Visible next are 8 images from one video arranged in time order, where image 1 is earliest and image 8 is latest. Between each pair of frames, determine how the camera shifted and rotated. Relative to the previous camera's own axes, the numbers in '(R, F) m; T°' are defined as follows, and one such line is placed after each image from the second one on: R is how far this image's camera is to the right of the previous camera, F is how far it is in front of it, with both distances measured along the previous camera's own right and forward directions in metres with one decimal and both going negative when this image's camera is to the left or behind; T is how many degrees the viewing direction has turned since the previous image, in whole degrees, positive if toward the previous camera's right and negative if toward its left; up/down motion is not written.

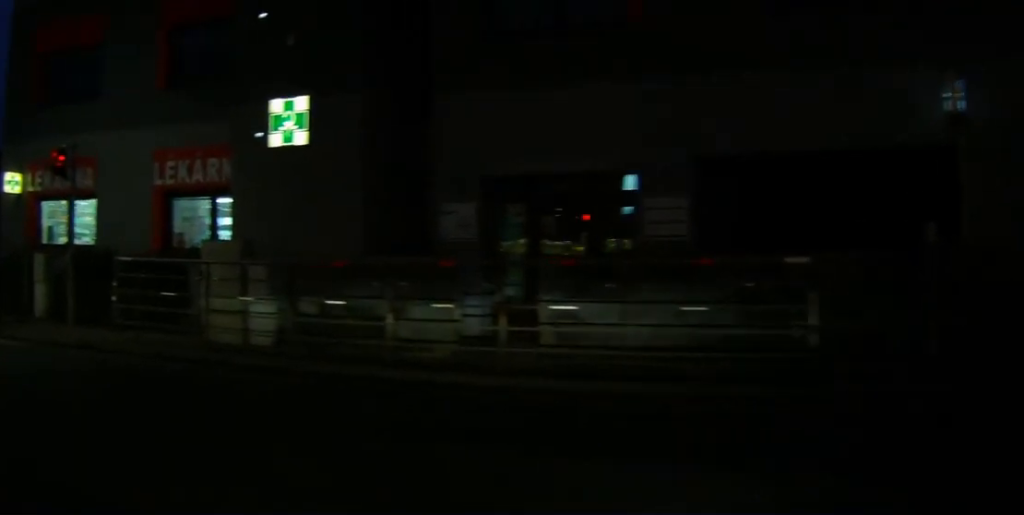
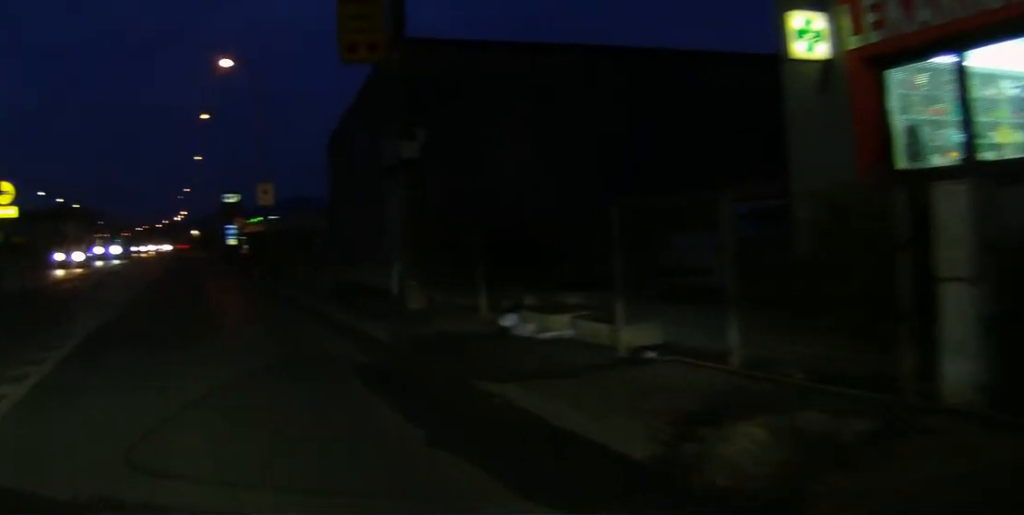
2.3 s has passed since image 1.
(-5.0, +13.1) m; -43°
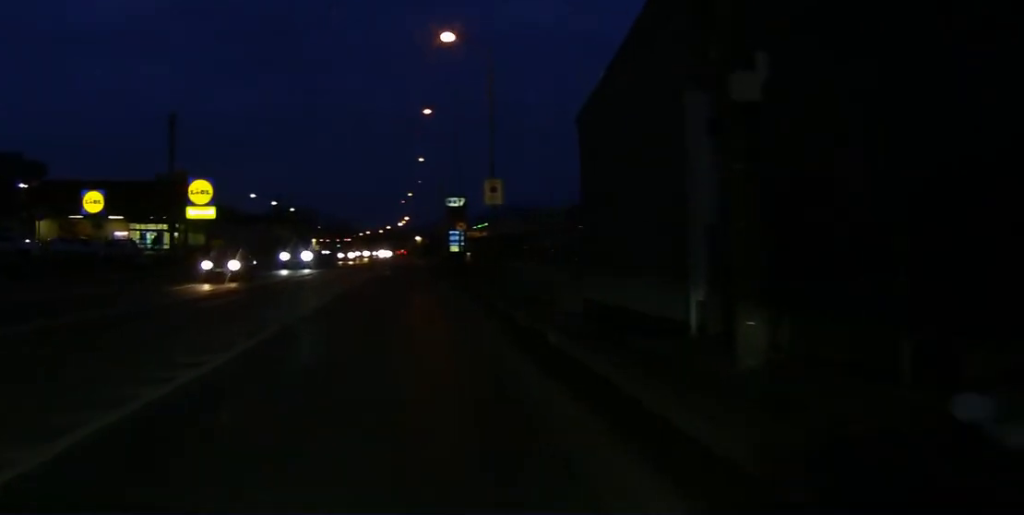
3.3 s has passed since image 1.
(-1.1, +7.5) m; -11°
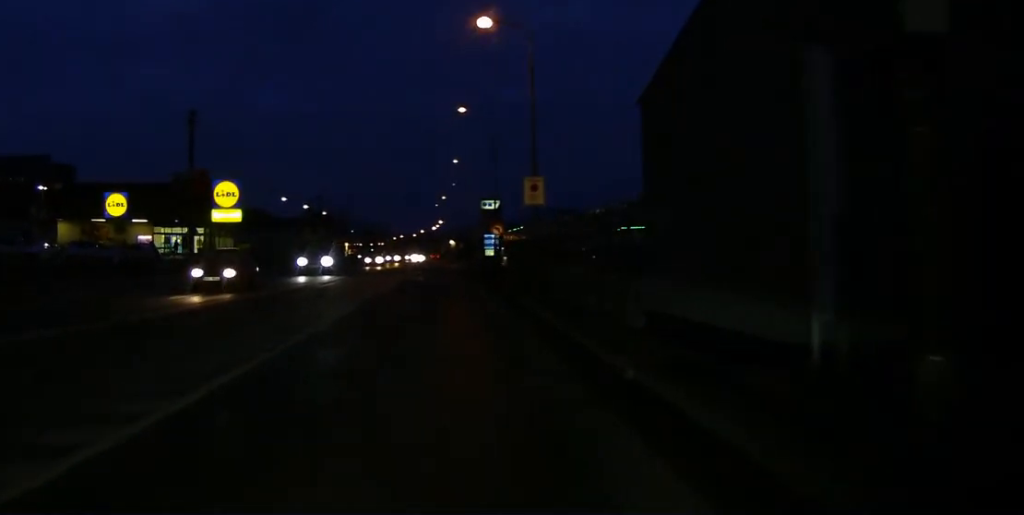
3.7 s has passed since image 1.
(-0.2, +3.3) m; -1°
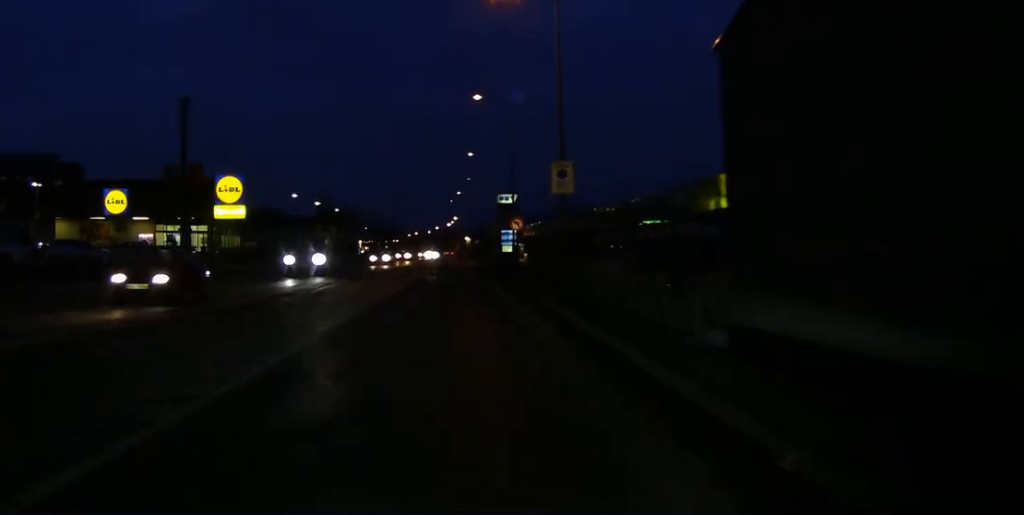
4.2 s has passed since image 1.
(-0.1, +4.3) m; -2°
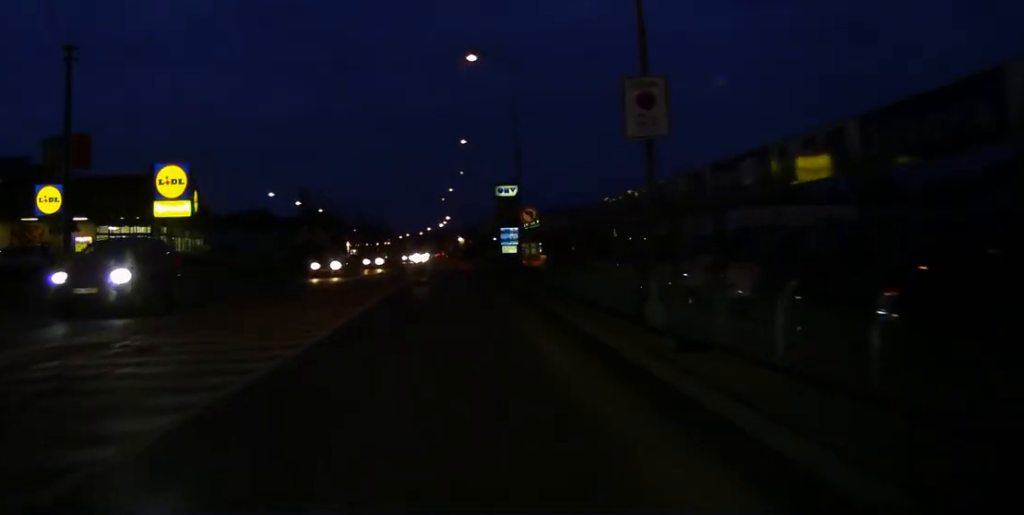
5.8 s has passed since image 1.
(-0.9, +14.6) m; -6°
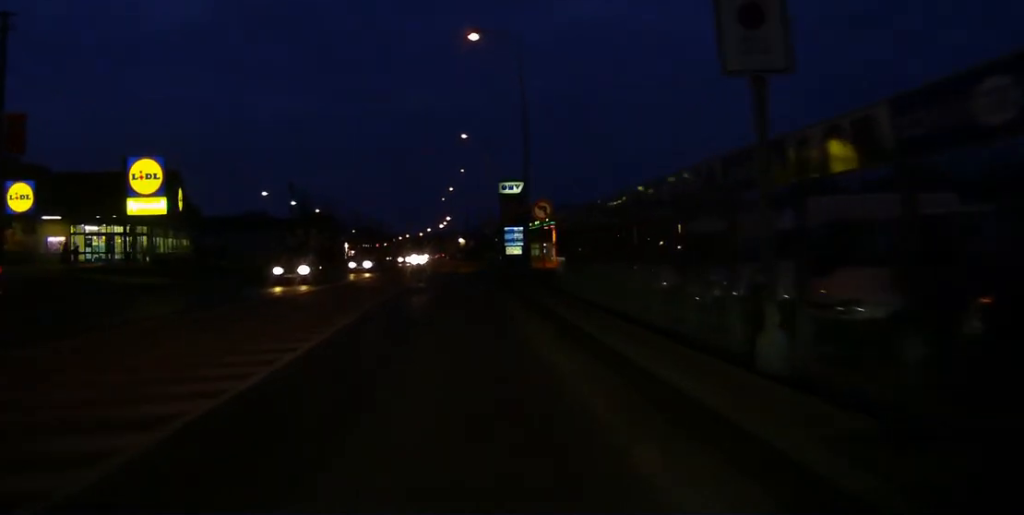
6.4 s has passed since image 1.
(-0.2, +5.5) m; -1°
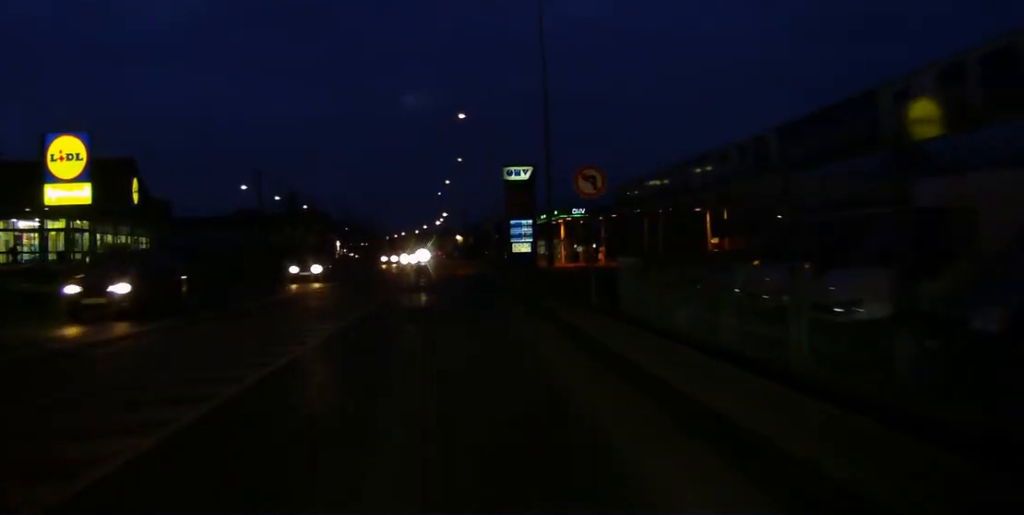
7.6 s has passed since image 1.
(+0.2, +12.2) m; -1°
